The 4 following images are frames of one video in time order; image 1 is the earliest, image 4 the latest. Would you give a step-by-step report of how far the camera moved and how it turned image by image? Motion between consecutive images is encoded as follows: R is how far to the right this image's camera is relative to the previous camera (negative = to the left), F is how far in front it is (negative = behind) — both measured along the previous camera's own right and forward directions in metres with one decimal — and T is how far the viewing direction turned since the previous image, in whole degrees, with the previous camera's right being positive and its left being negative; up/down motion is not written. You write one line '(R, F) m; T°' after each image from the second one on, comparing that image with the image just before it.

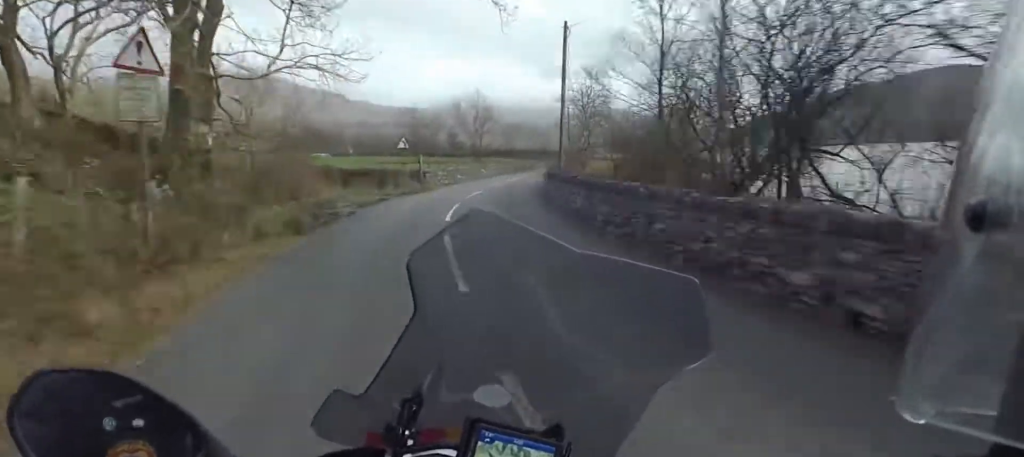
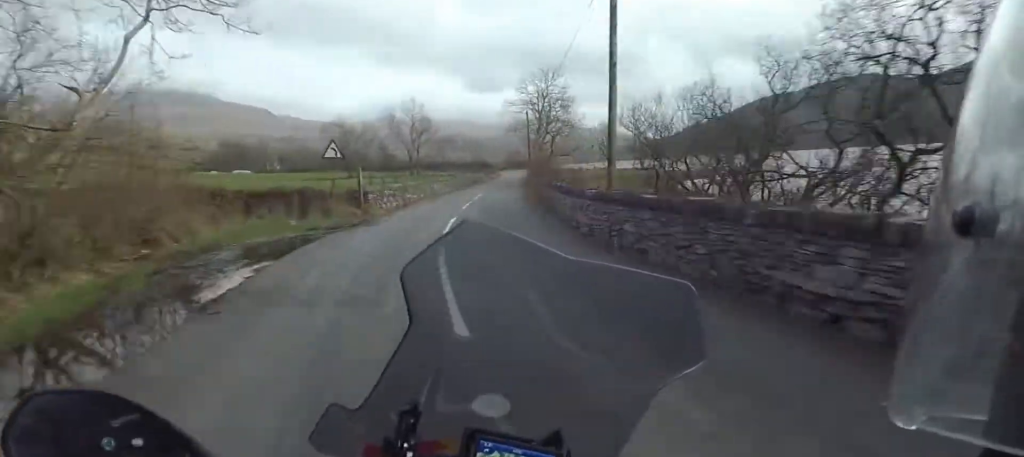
(+0.5, +10.8) m; +8°
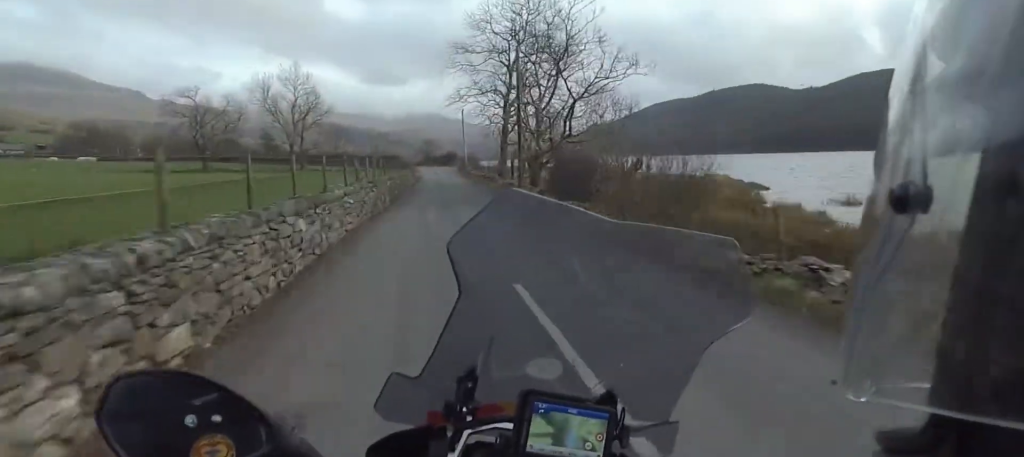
(+3.4, +31.5) m; +8°
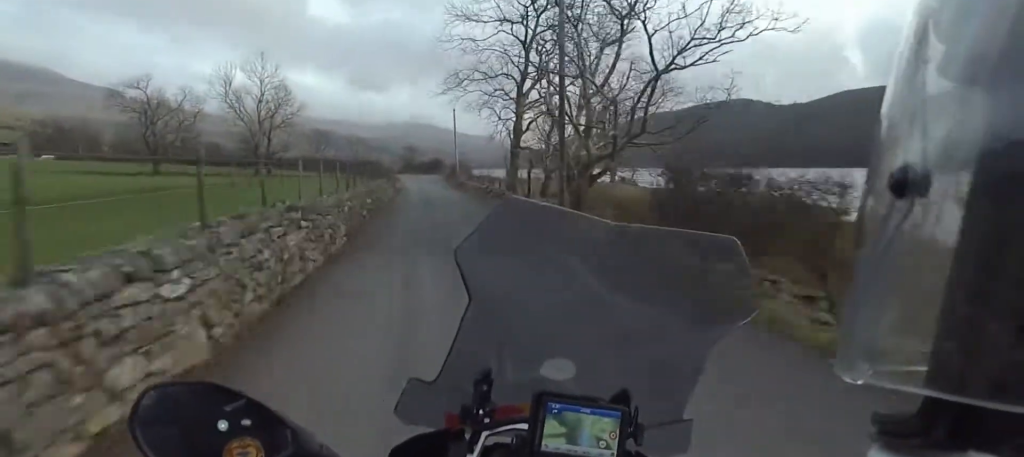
(+0.1, +10.6) m; +1°
